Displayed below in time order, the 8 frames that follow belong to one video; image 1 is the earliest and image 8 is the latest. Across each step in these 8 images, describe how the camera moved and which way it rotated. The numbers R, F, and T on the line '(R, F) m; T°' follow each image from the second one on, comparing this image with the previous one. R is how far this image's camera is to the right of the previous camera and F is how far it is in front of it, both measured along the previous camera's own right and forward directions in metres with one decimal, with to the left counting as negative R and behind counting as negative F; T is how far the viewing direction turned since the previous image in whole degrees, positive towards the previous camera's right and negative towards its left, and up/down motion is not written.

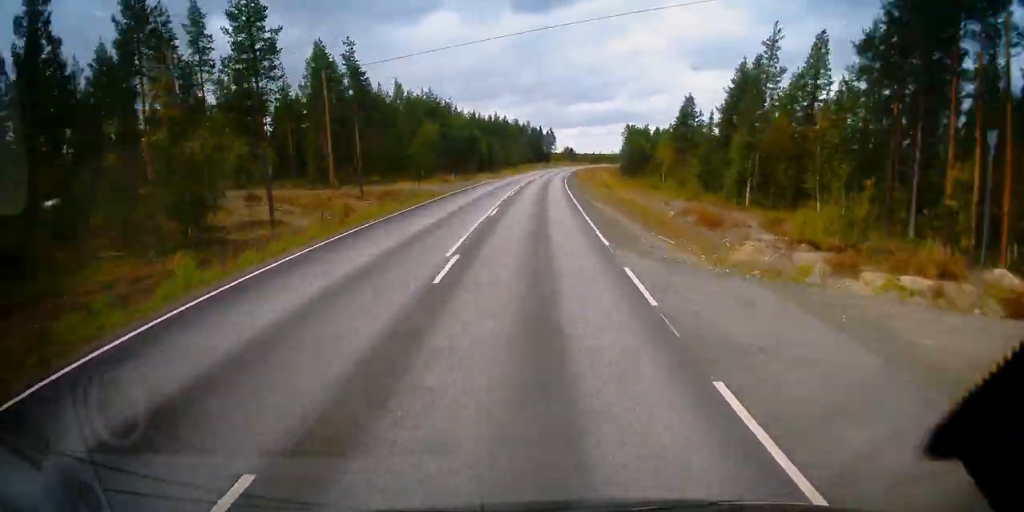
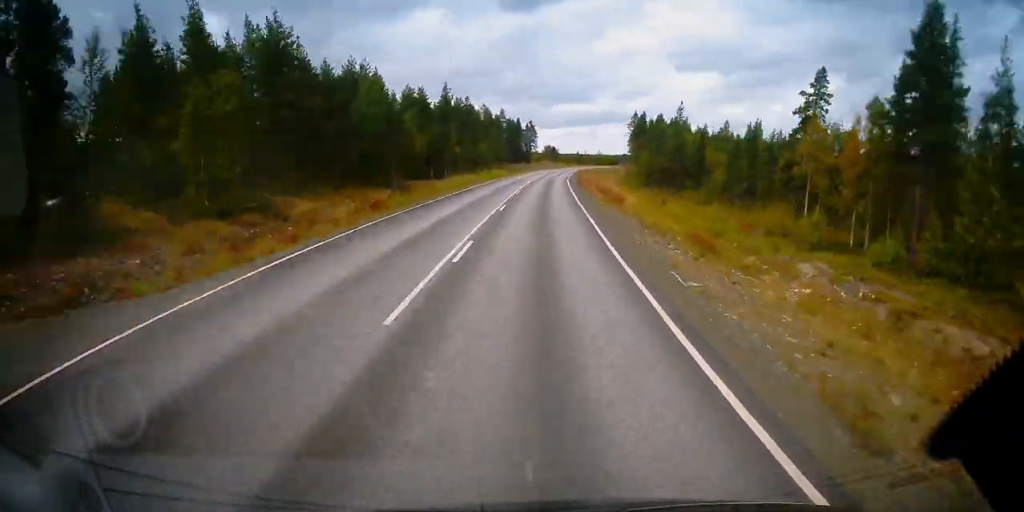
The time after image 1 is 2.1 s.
(+0.3, +45.9) m; +2°
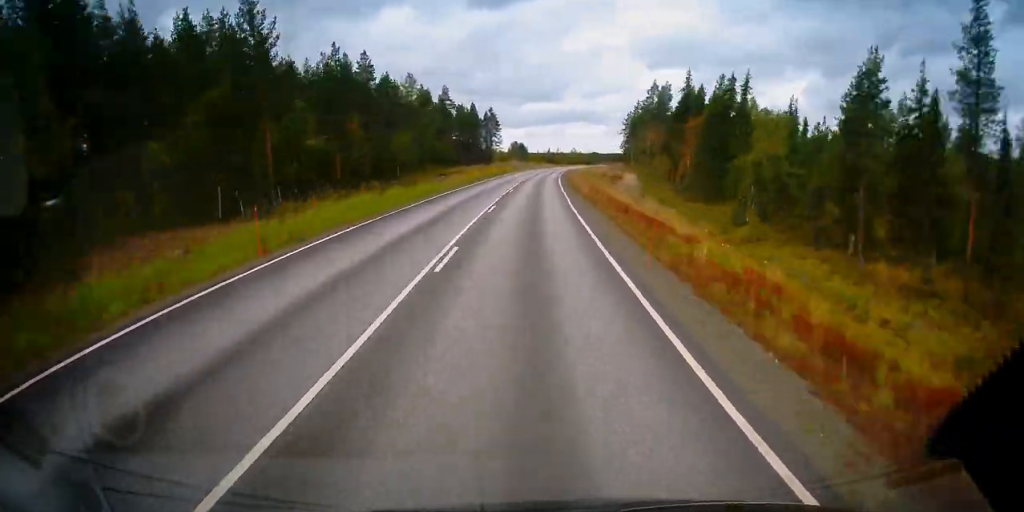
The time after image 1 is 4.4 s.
(+1.2, +49.5) m; +2°
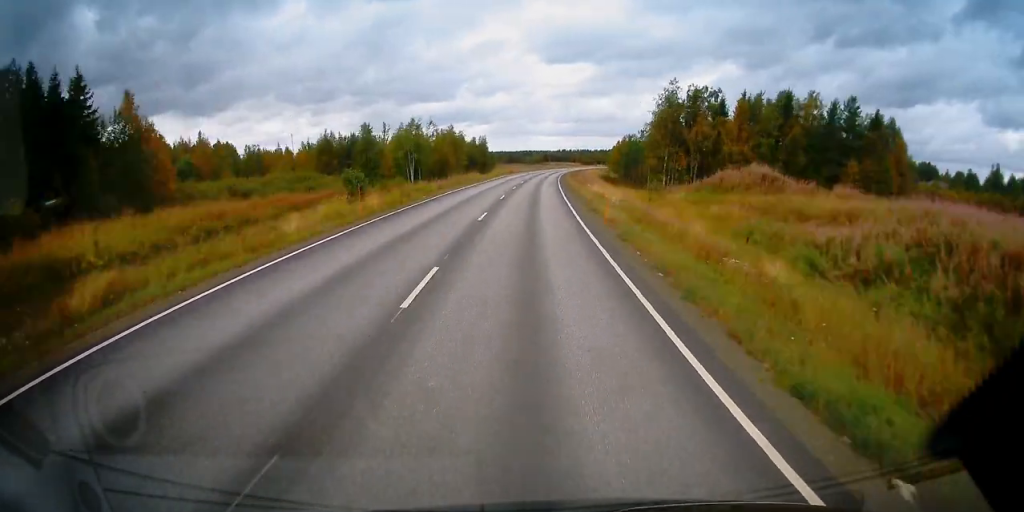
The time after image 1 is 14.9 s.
(+22.3, +229.9) m; +11°
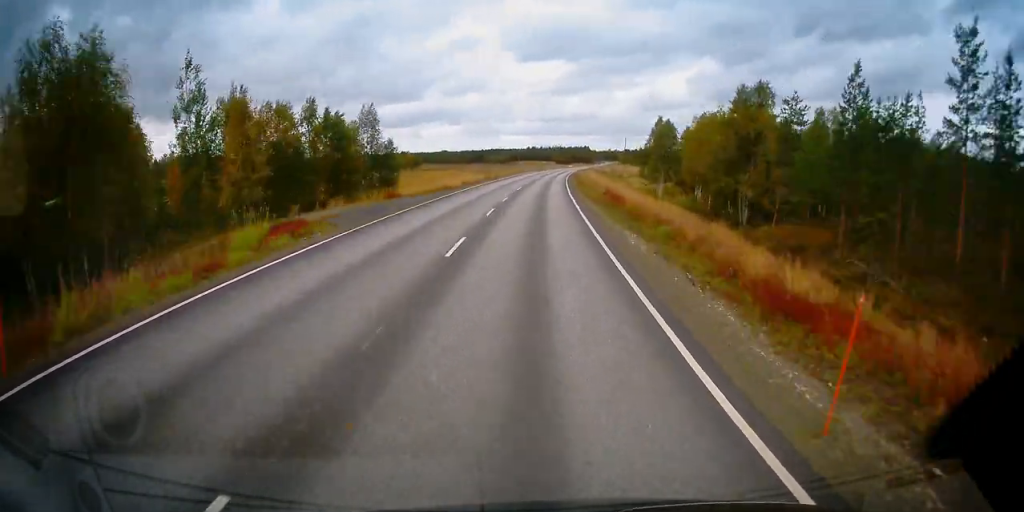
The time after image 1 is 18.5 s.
(+2.8, +79.0) m; +4°
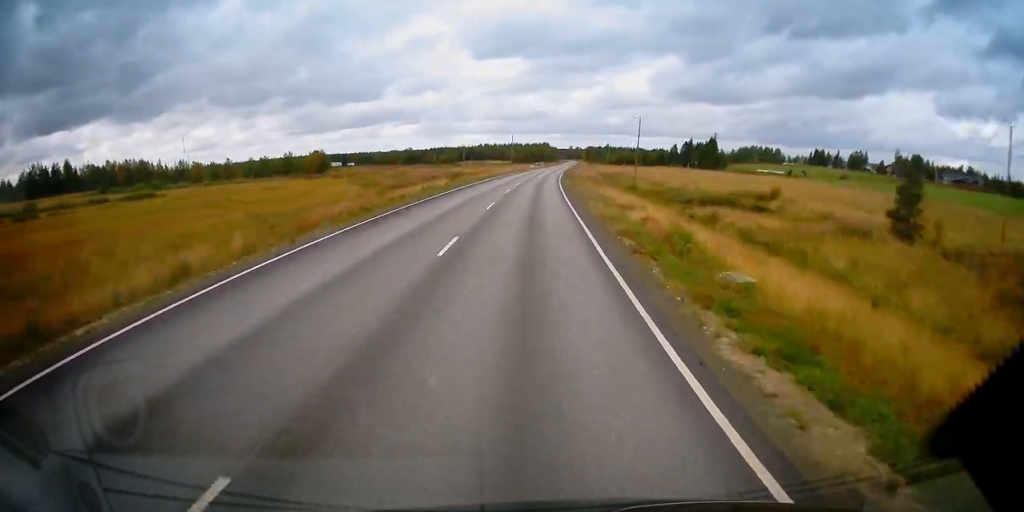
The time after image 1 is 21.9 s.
(+2.1, +75.4) m; +3°
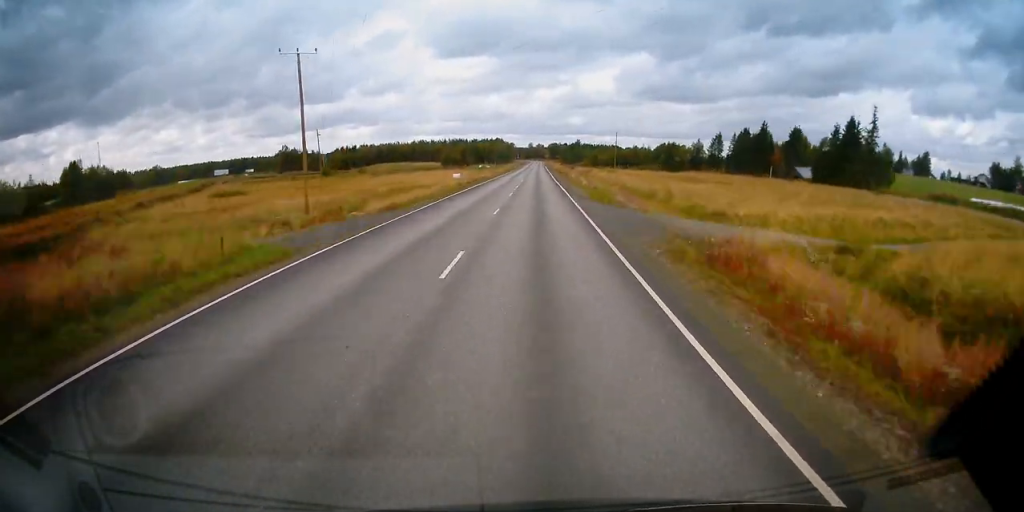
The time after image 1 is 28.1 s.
(+5.2, +133.7) m; +3°
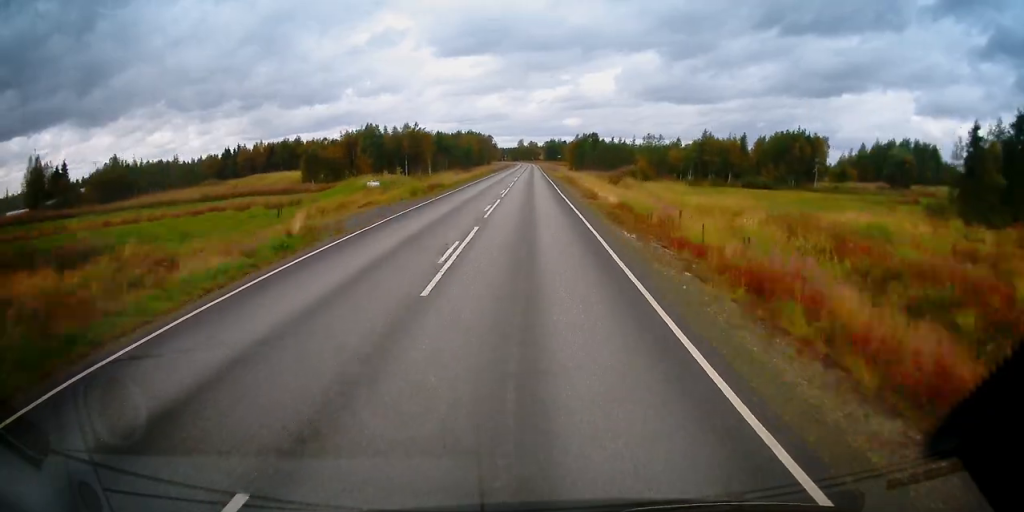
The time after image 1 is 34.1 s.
(+1.2, +130.0) m; +1°
